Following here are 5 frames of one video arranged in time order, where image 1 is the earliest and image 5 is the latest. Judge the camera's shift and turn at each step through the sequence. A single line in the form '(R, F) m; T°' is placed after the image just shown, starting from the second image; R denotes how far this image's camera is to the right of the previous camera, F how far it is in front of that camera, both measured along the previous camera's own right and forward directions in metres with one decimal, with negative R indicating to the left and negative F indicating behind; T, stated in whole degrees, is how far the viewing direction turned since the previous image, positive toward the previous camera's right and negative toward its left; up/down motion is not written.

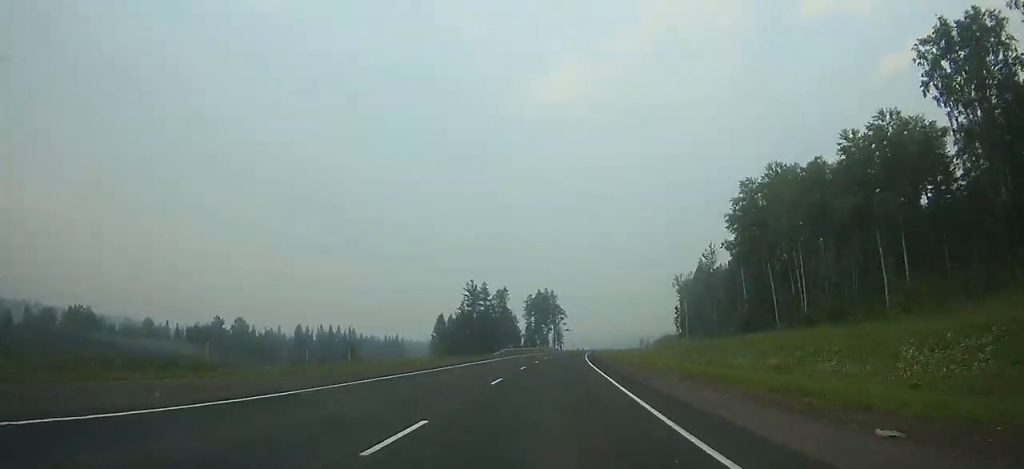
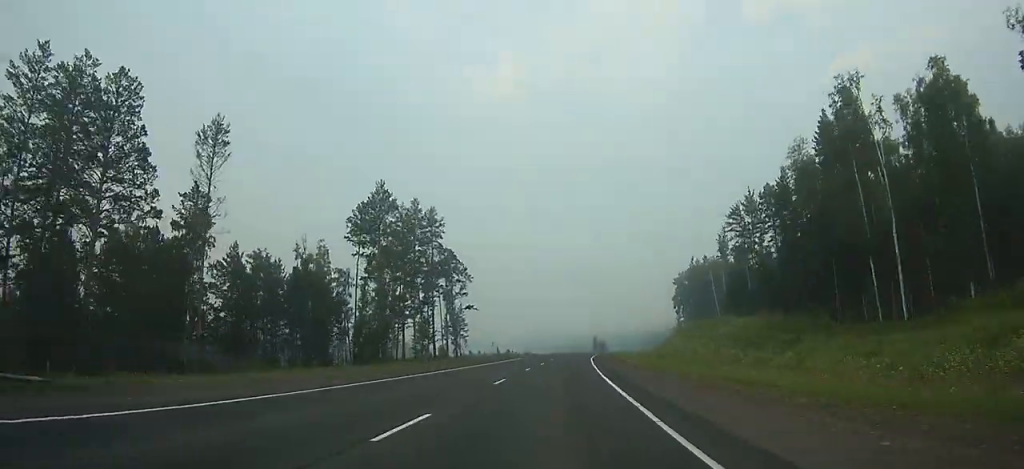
(+9.9, +158.8) m; +7°
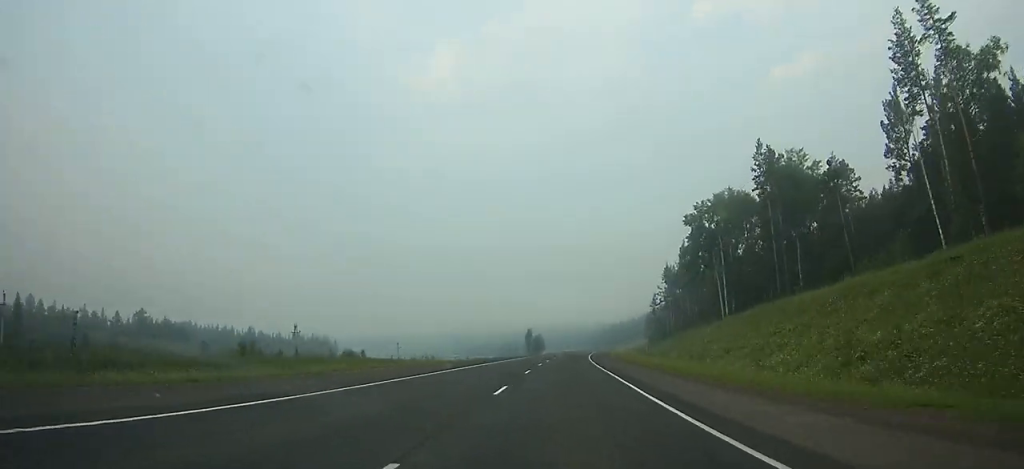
(+5.3, +121.2) m; +6°
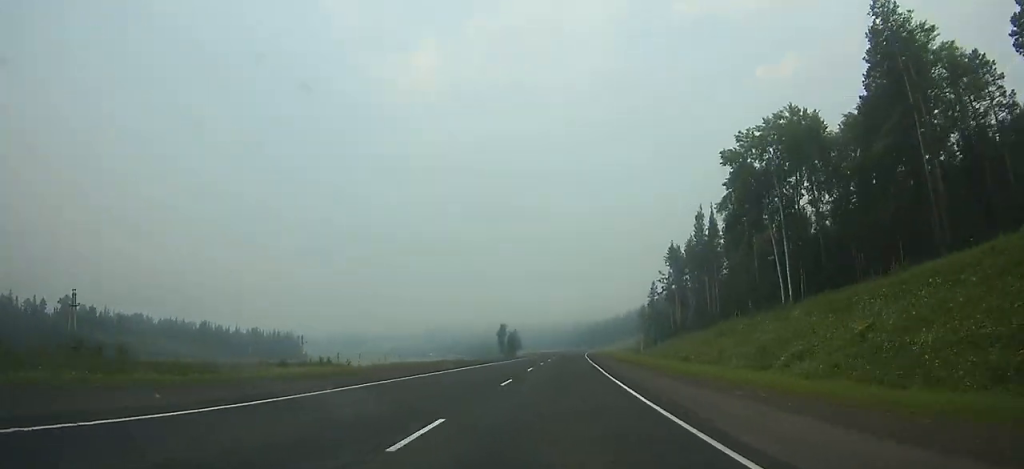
(+1.3, +42.8) m; +2°
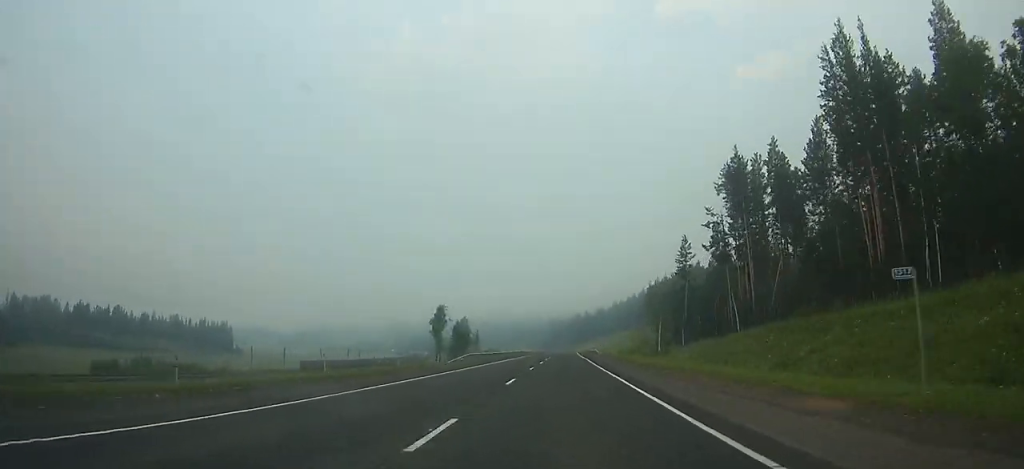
(+2.0, +82.9) m; +2°
